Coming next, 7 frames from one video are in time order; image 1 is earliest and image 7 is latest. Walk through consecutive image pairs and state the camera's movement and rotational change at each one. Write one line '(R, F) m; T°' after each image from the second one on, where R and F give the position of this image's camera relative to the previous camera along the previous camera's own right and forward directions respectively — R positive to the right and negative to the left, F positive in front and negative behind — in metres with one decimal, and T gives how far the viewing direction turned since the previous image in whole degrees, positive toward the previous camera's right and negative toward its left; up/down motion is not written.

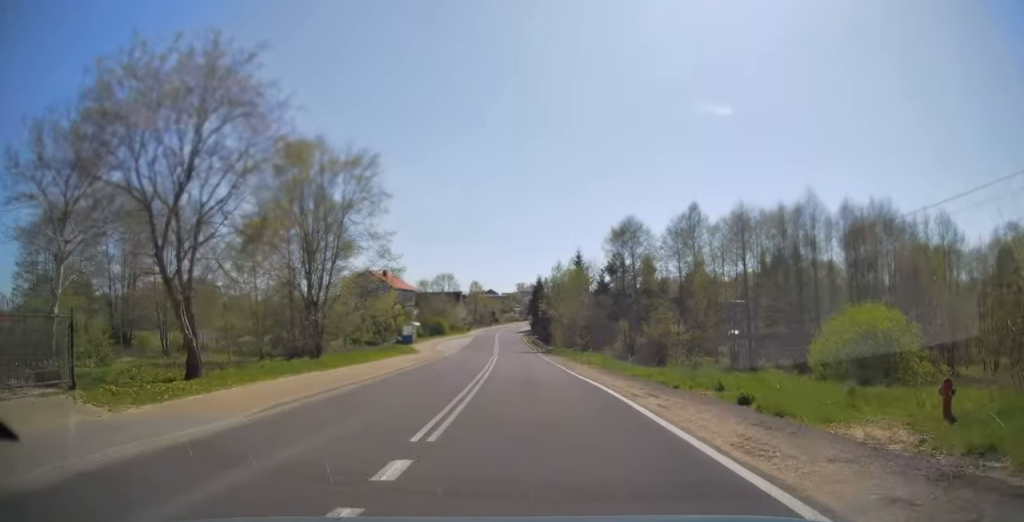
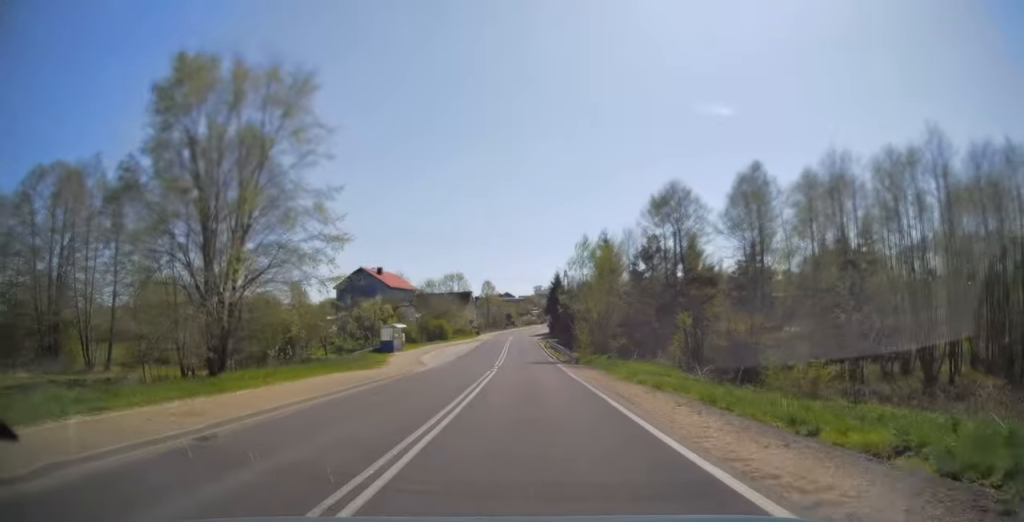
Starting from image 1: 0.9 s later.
(-0.3, +15.1) m; -2°
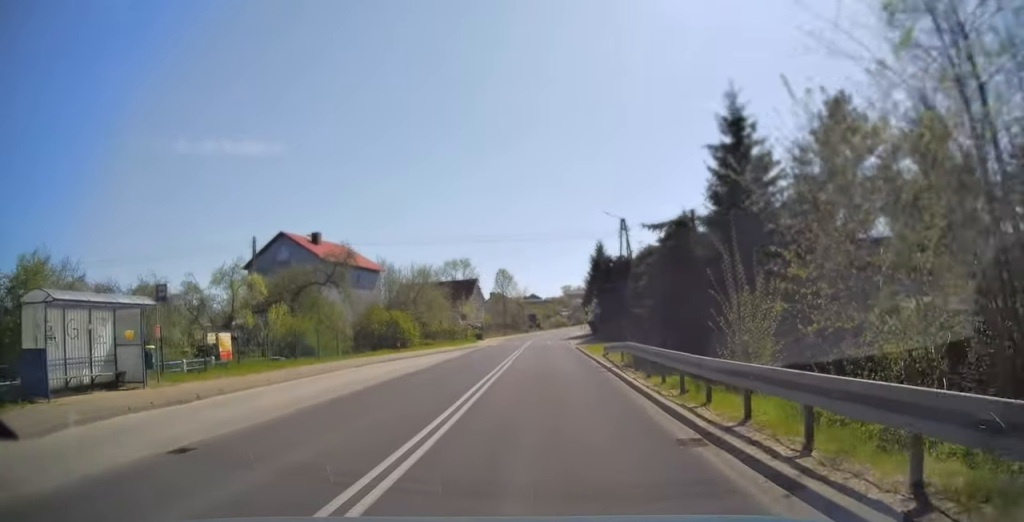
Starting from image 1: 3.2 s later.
(-1.0, +38.8) m; -2°
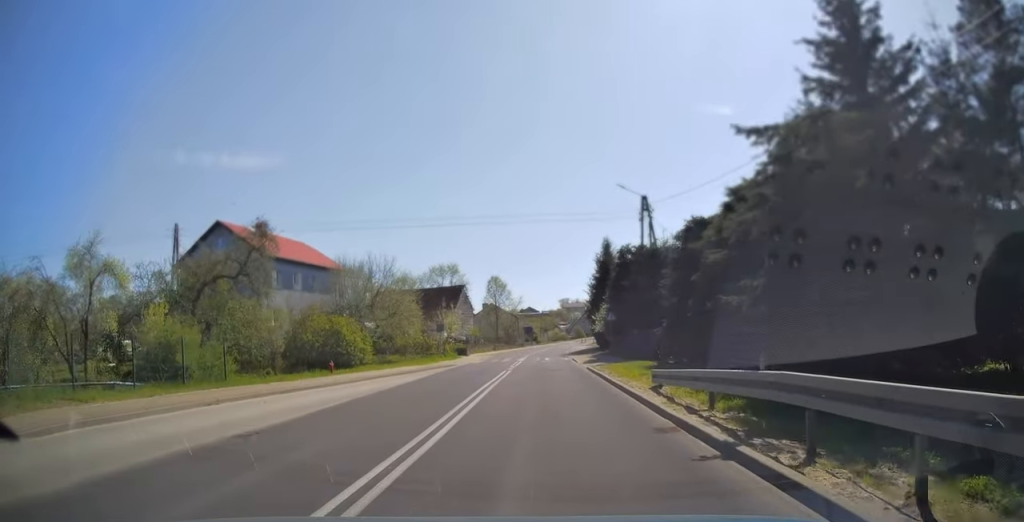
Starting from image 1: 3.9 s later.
(+0.1, +12.0) m; 0°
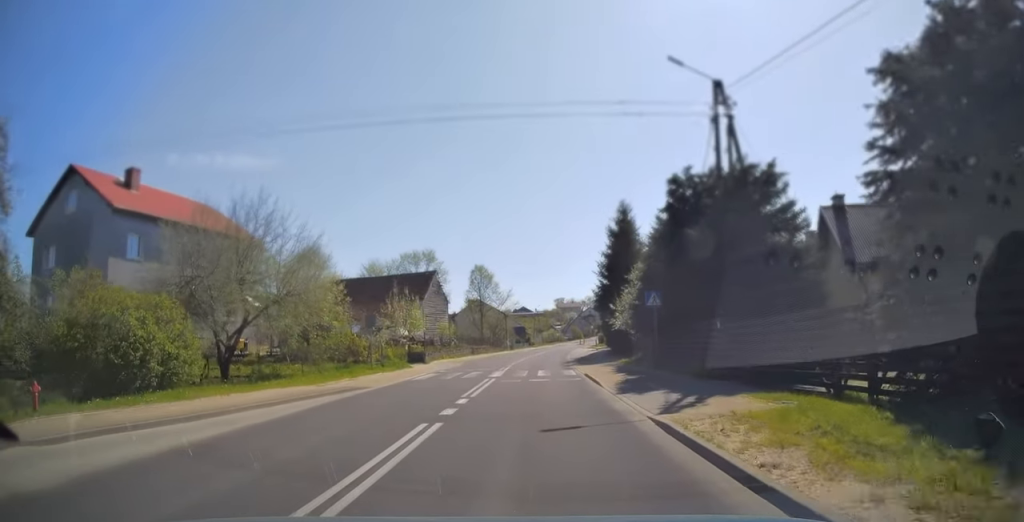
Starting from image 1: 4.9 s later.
(-0.1, +17.5) m; 0°
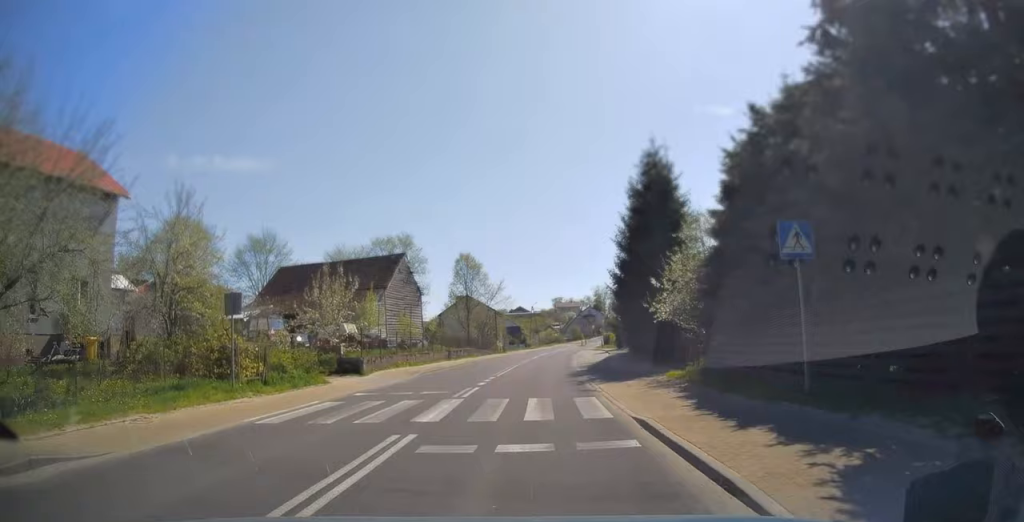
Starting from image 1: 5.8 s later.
(+0.2, +13.5) m; +1°
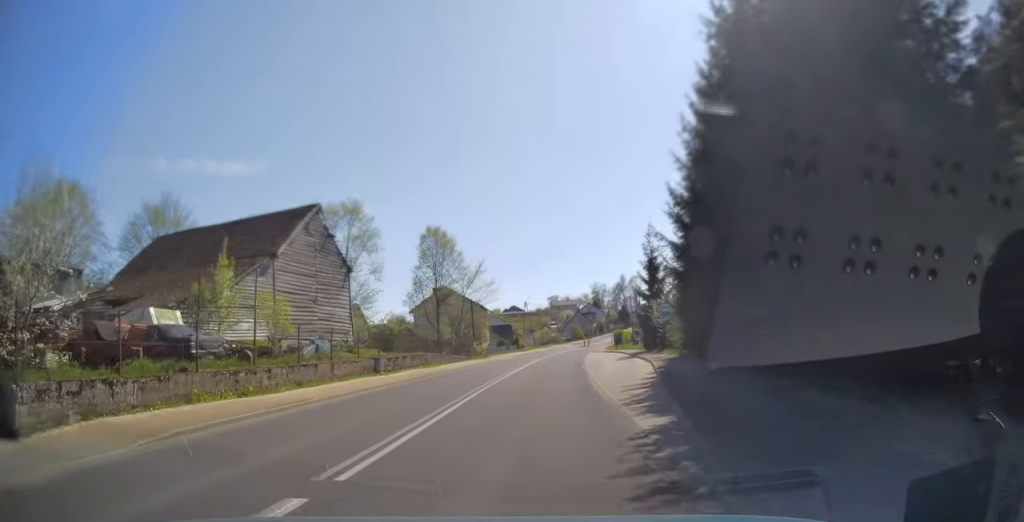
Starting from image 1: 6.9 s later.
(+0.1, +19.3) m; 0°
